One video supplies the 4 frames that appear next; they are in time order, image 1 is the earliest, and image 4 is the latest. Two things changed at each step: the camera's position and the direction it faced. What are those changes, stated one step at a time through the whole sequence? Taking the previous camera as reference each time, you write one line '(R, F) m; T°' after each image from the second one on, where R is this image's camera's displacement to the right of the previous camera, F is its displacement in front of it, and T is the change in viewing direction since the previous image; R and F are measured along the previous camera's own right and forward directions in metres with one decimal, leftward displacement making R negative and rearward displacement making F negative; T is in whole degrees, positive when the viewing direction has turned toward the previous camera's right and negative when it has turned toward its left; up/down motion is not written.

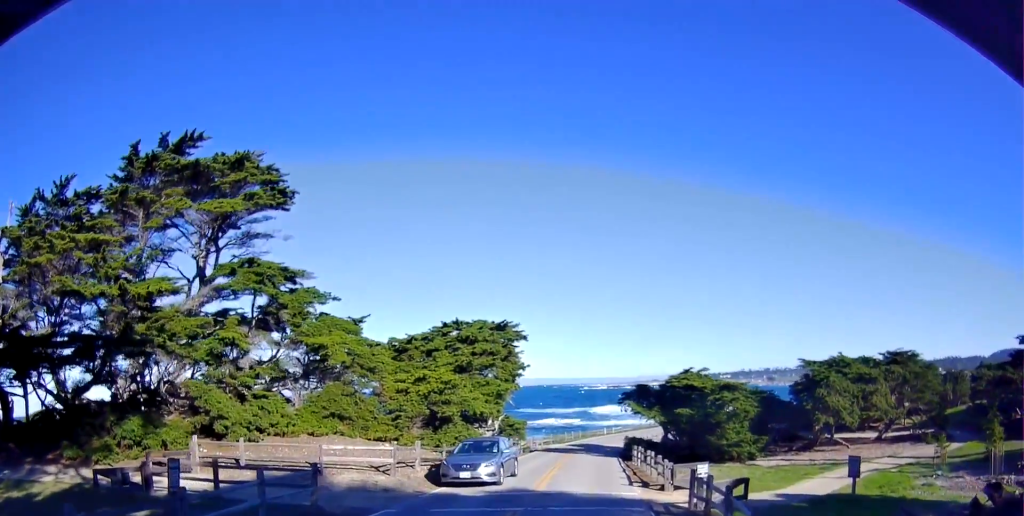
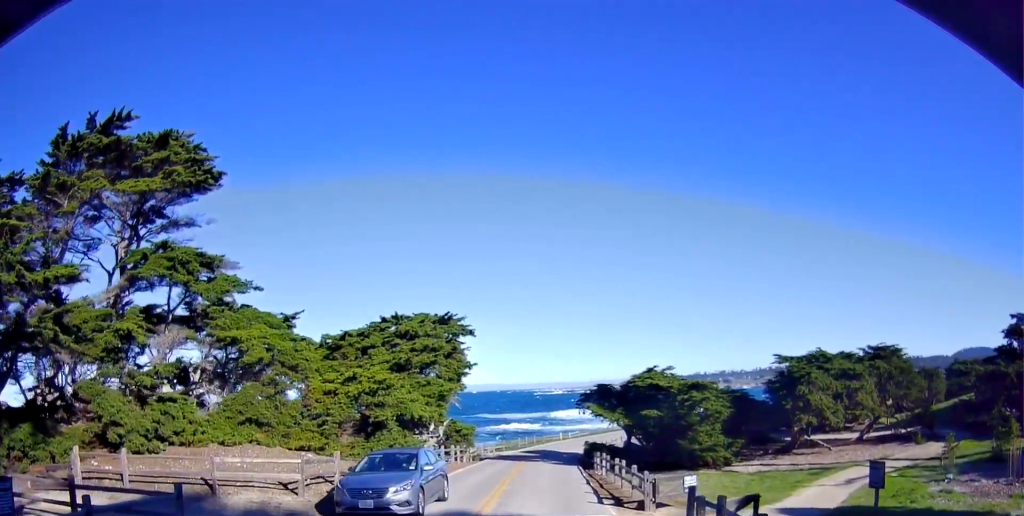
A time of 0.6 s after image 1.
(+0.5, +3.2) m; +6°
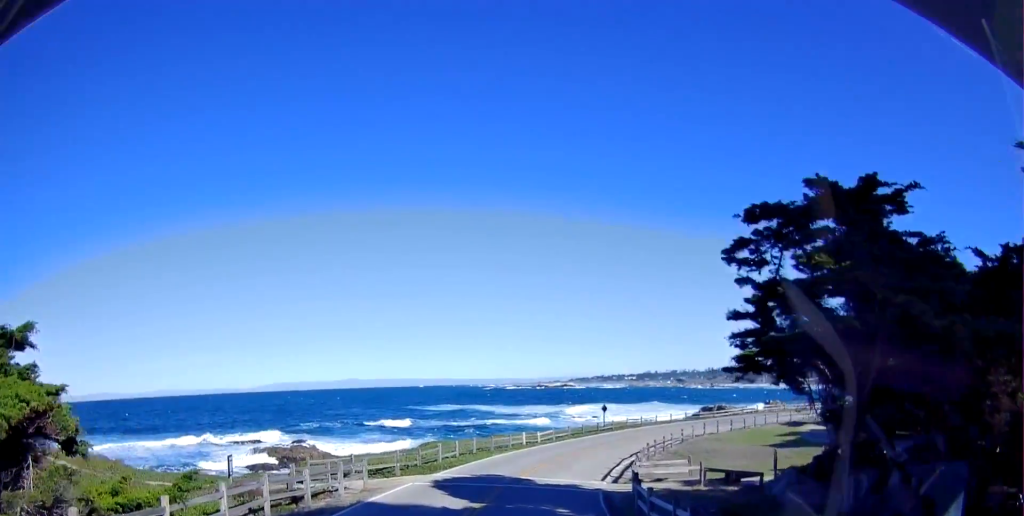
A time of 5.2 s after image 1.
(+2.5, +28.4) m; +9°
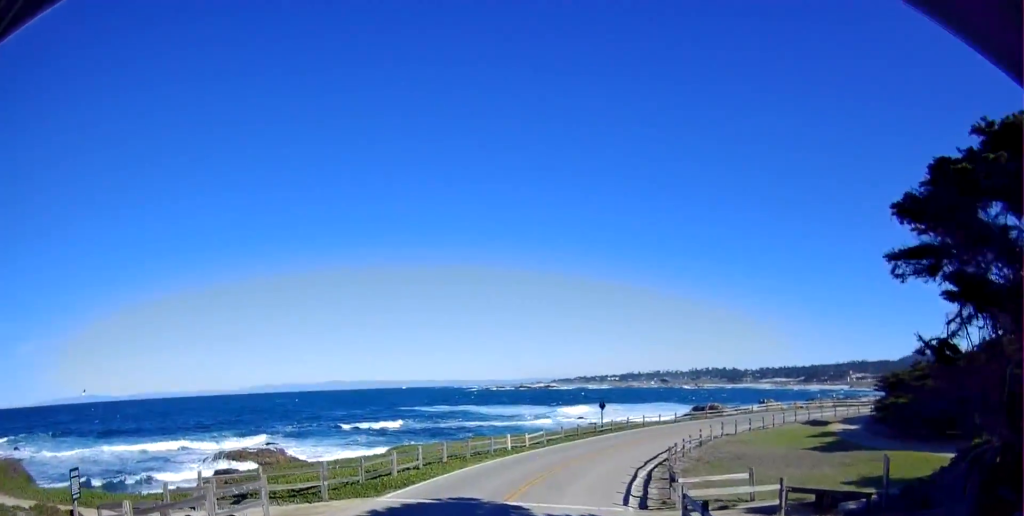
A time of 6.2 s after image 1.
(+0.1, +7.0) m; +3°
